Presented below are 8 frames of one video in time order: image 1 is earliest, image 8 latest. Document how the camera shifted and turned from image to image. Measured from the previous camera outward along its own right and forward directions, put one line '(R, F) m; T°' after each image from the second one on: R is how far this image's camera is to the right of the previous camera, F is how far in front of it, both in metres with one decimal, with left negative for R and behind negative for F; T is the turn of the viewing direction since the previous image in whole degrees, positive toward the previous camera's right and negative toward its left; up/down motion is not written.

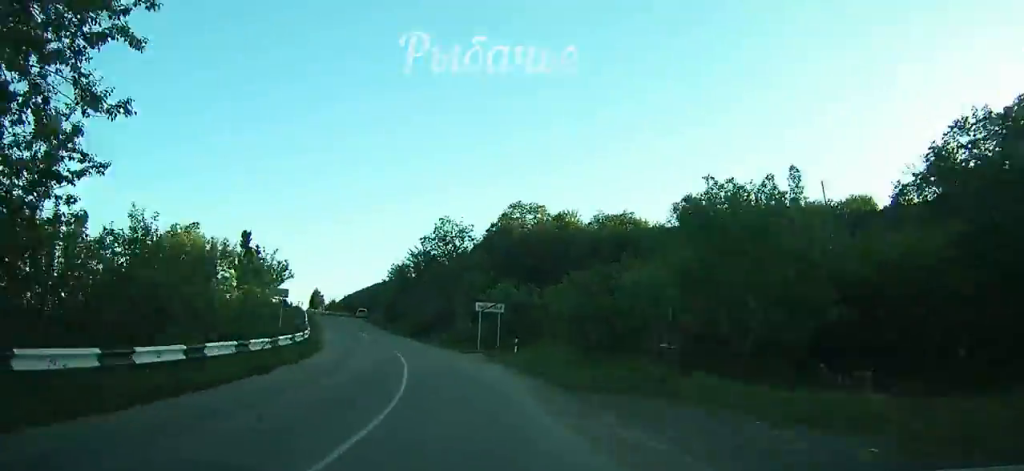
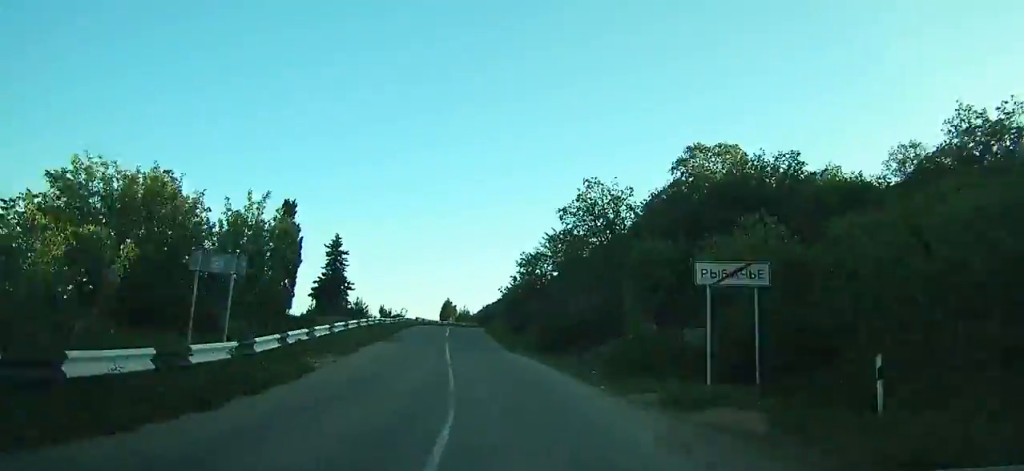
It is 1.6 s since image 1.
(-0.4, +20.1) m; -10°
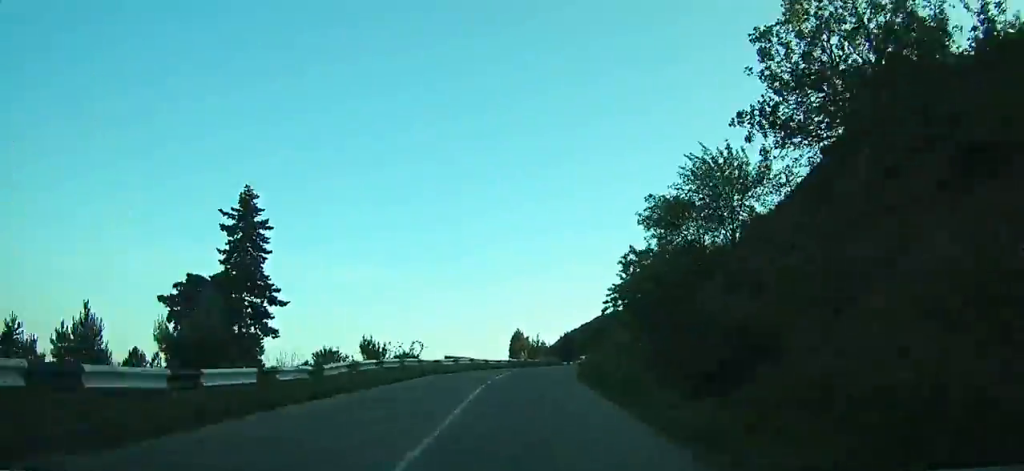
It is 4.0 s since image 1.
(-4.8, +28.4) m; -7°
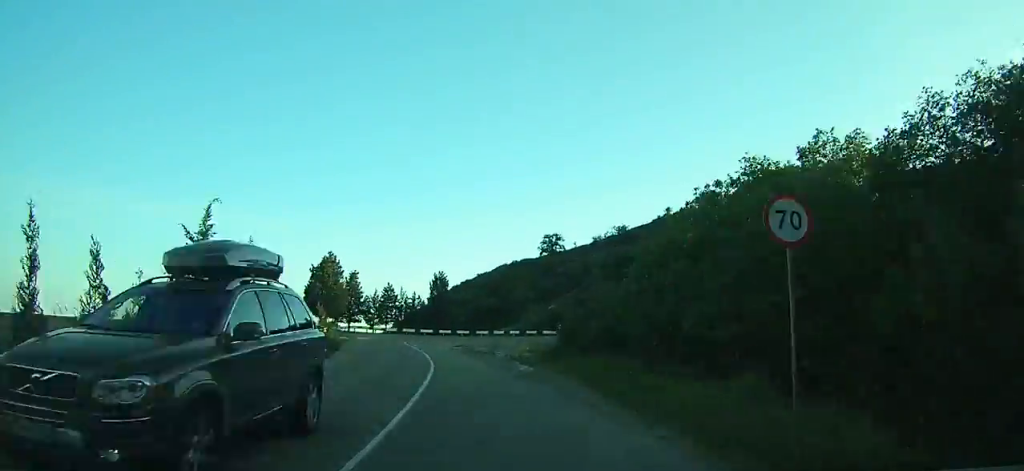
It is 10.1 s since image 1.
(+2.8, +67.3) m; +1°
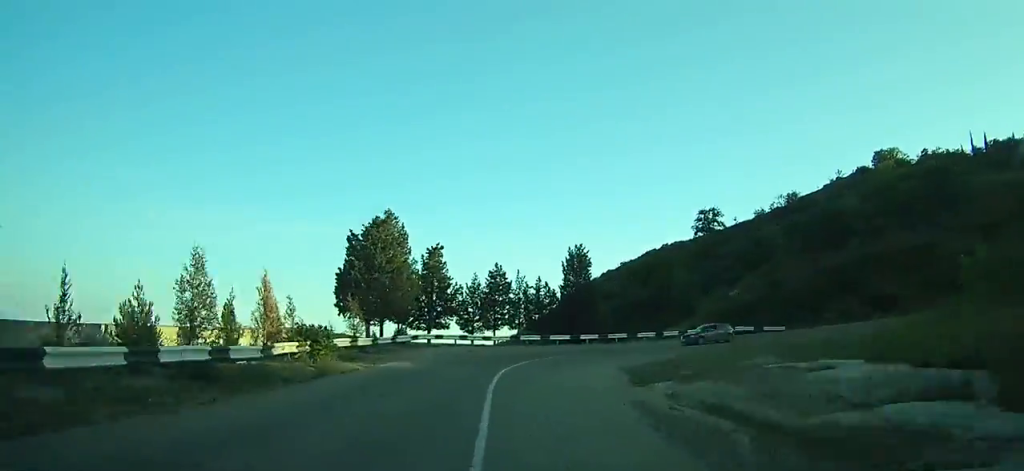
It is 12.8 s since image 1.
(-2.1, +26.1) m; -2°
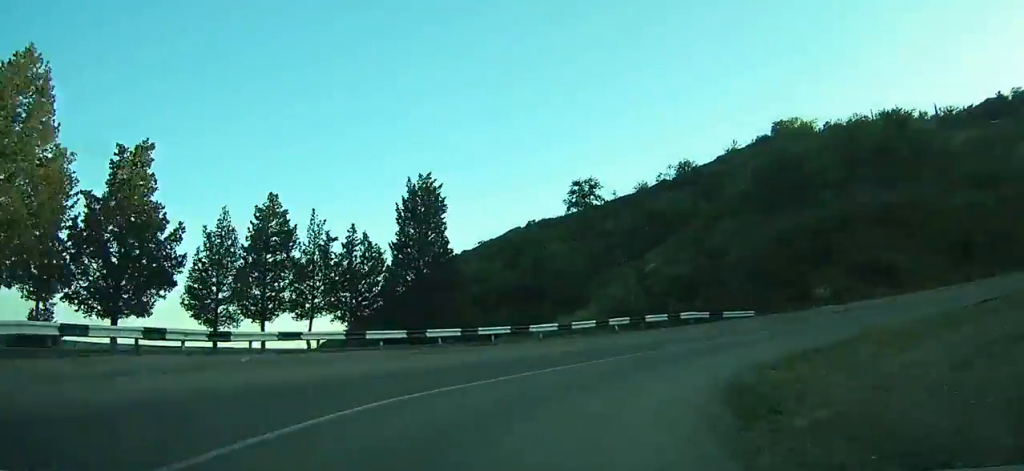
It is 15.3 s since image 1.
(+0.5, +22.5) m; +18°
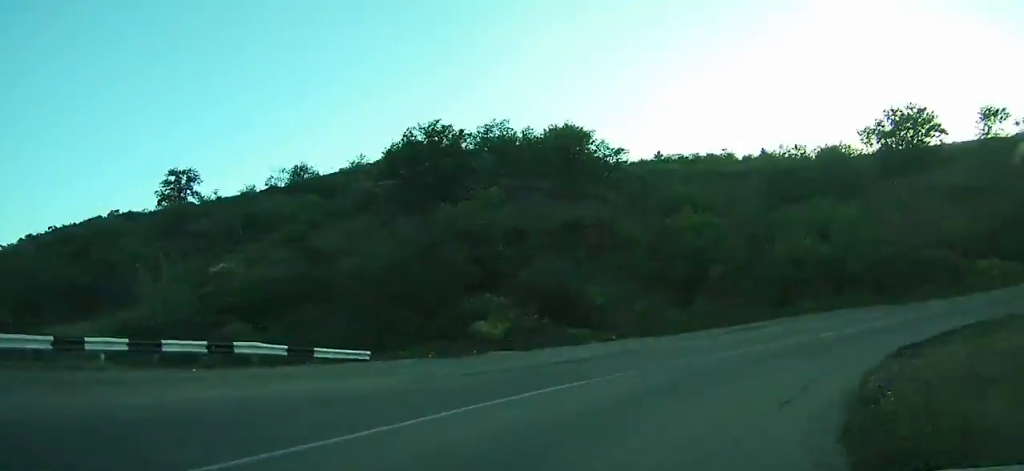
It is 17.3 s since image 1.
(+1.7, +14.5) m; +36°
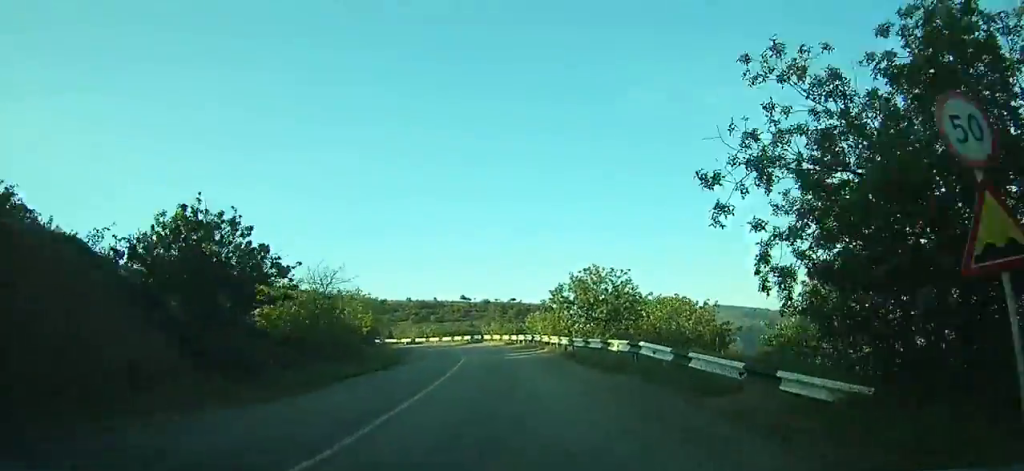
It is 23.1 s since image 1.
(+33.4, +5.4) m; +120°
